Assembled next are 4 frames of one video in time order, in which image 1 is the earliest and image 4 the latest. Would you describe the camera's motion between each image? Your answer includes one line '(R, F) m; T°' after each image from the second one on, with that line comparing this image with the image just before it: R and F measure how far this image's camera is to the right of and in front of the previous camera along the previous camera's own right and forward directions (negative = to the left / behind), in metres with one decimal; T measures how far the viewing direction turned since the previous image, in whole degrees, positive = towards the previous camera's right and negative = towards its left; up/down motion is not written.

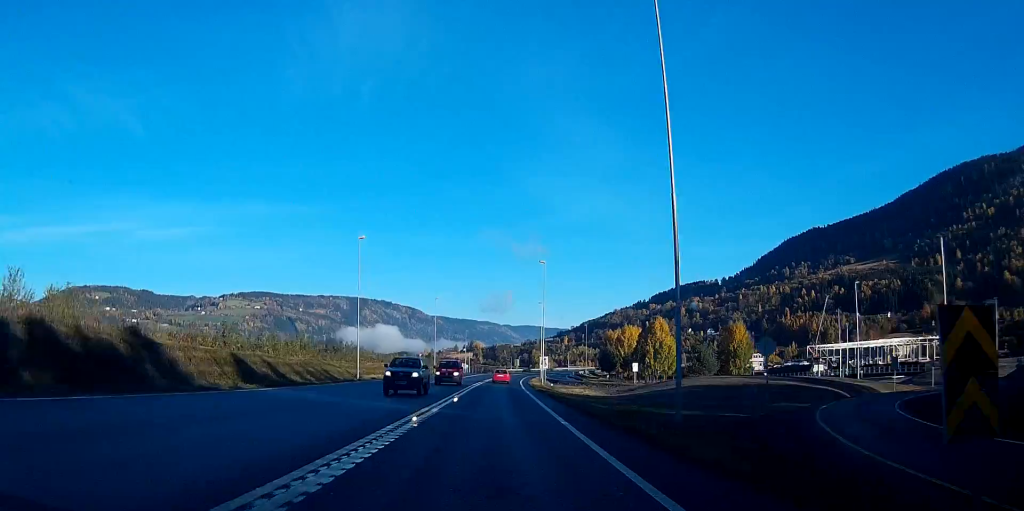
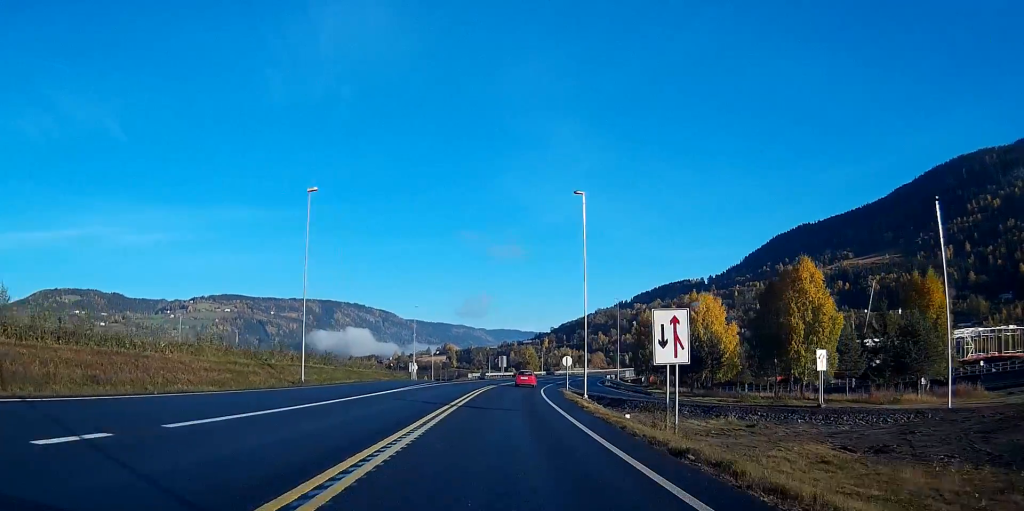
(+0.7, +74.5) m; +2°
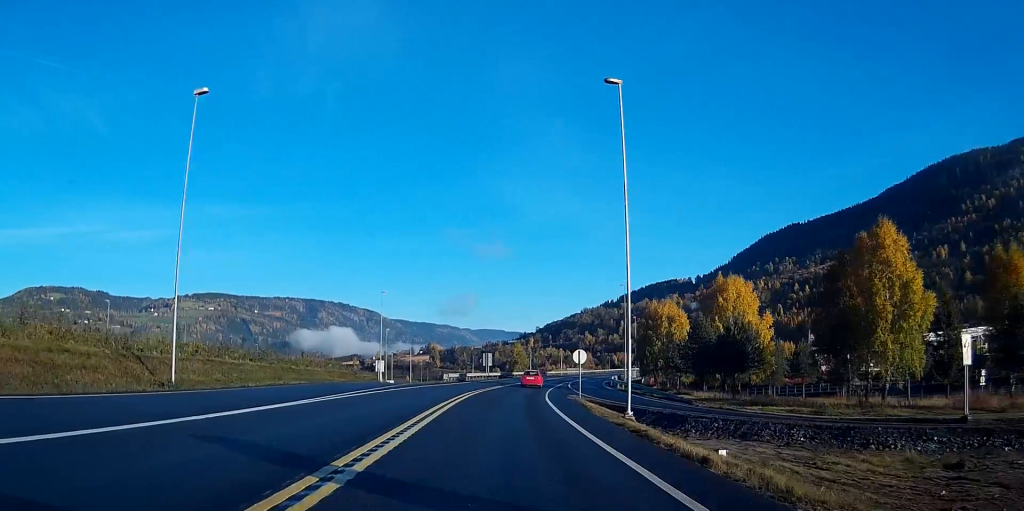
(+0.2, +18.1) m; +1°
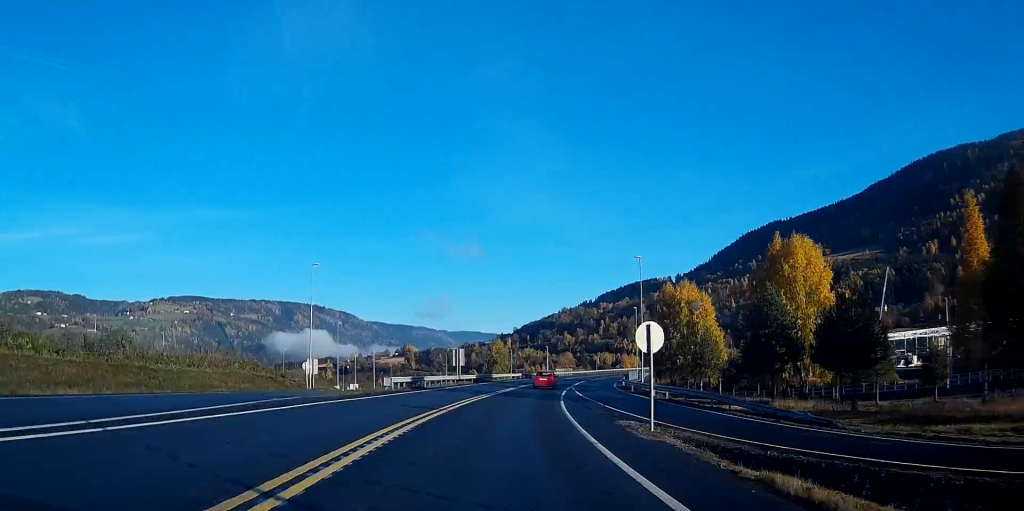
(+0.4, +24.2) m; +2°
